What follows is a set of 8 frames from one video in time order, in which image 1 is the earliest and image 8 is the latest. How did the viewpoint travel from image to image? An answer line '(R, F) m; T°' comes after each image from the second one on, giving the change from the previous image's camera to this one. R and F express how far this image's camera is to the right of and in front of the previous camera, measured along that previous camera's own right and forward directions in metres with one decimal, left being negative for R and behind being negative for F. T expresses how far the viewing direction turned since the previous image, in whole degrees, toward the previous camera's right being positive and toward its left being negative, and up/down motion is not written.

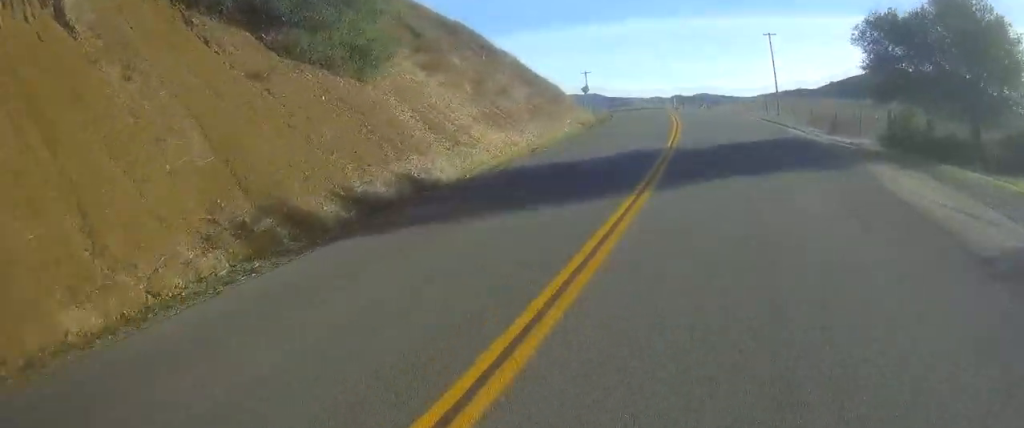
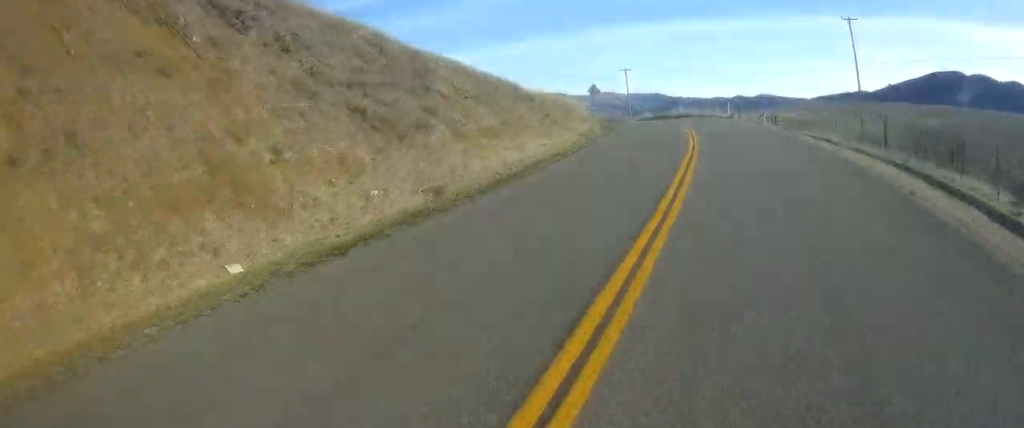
(-1.9, +29.6) m; -8°
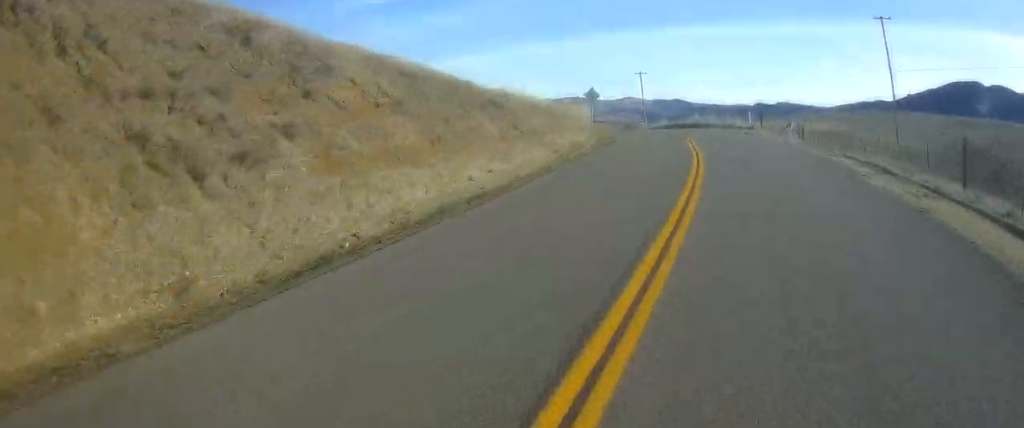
(0.0, +9.1) m; -2°
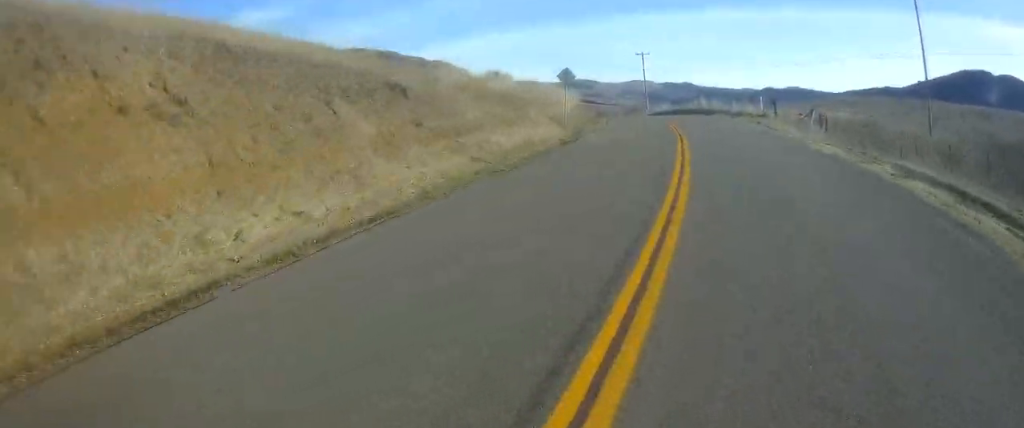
(-0.4, +8.4) m; -2°
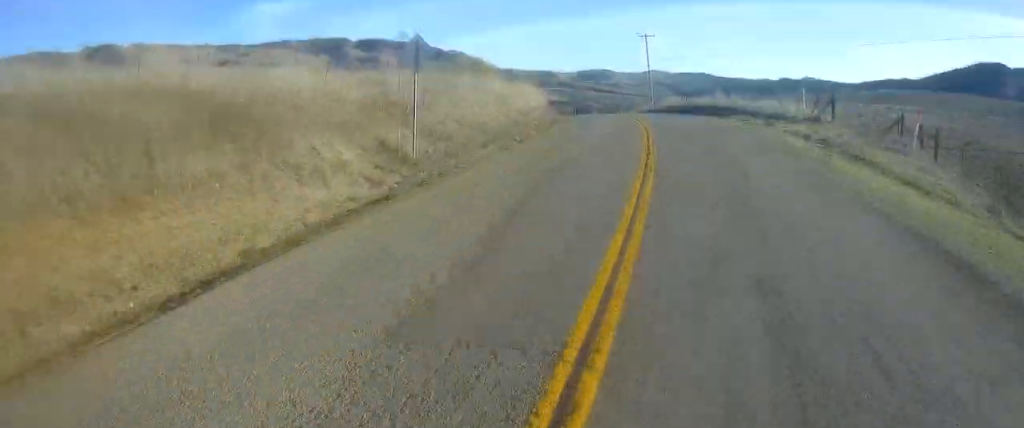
(-0.9, +18.6) m; -4°
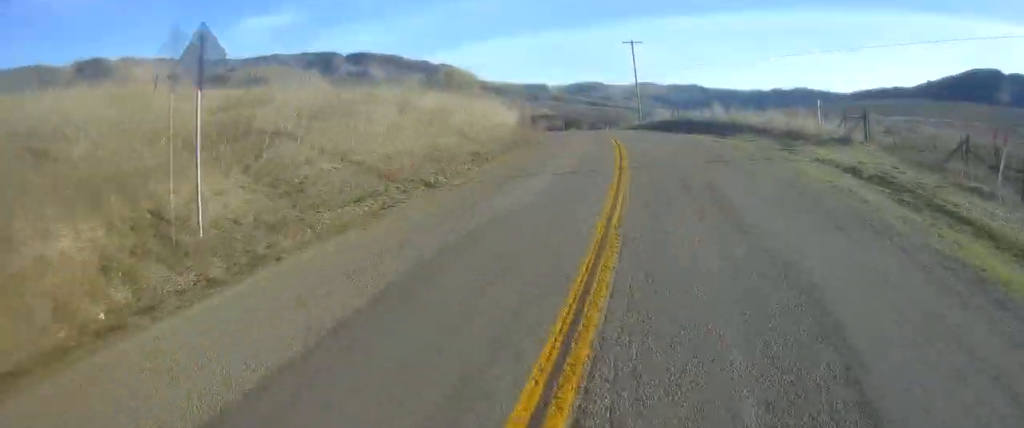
(-0.1, +7.3) m; -1°
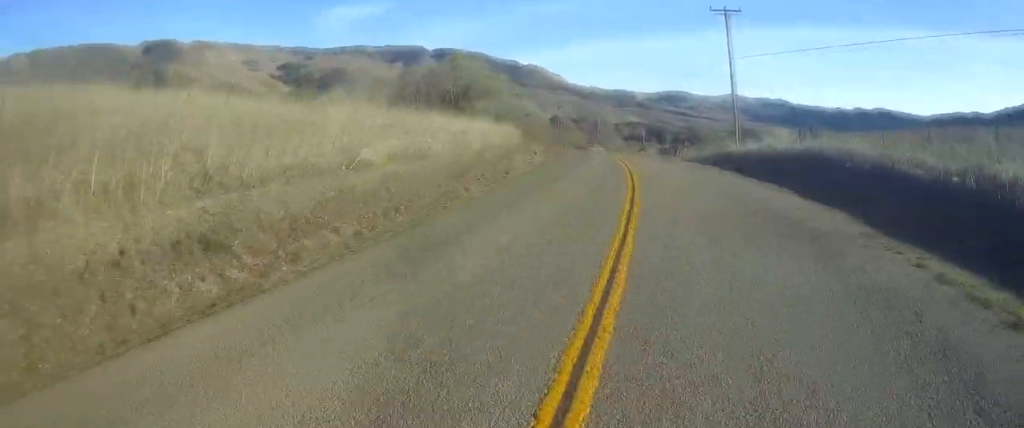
(-0.2, +32.1) m; -2°
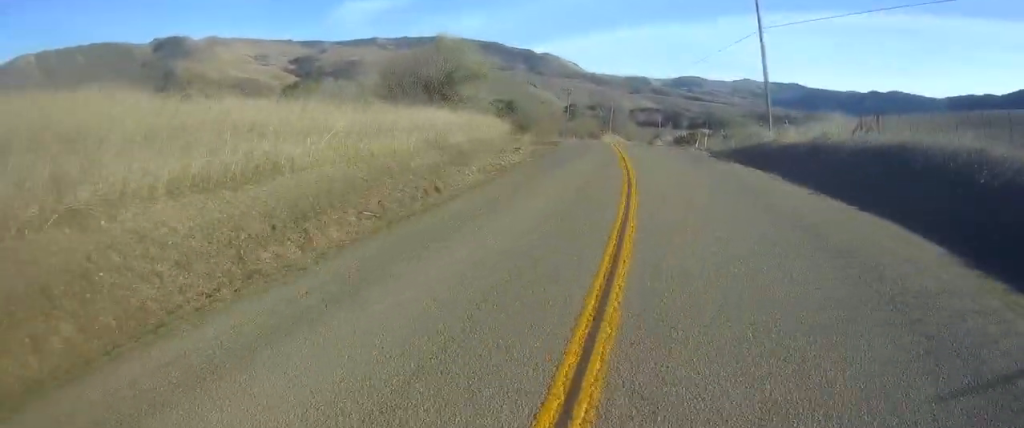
(+0.3, +9.1) m; -2°
